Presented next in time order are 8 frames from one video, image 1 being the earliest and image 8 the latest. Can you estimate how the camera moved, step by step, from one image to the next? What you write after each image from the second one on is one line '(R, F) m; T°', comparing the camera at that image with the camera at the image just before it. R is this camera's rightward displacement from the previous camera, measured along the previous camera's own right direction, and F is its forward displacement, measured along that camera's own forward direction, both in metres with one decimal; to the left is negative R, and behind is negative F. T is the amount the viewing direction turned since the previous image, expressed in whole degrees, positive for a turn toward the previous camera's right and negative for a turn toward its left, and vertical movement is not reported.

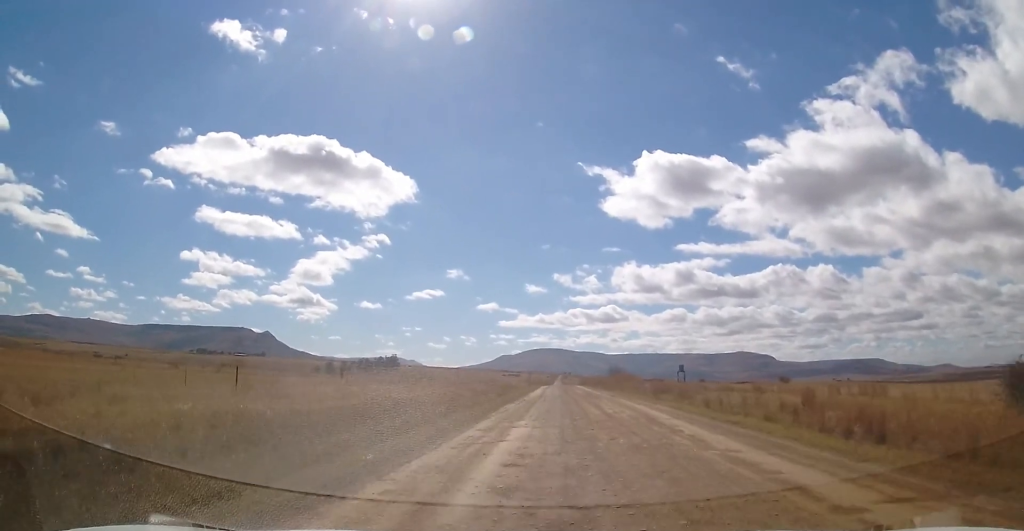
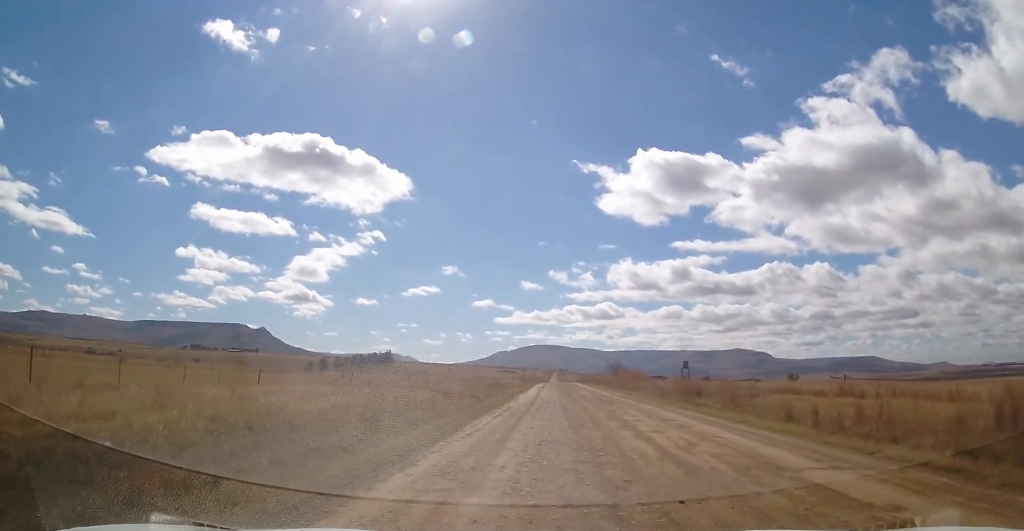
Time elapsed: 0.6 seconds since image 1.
(-0.1, +11.5) m; +1°
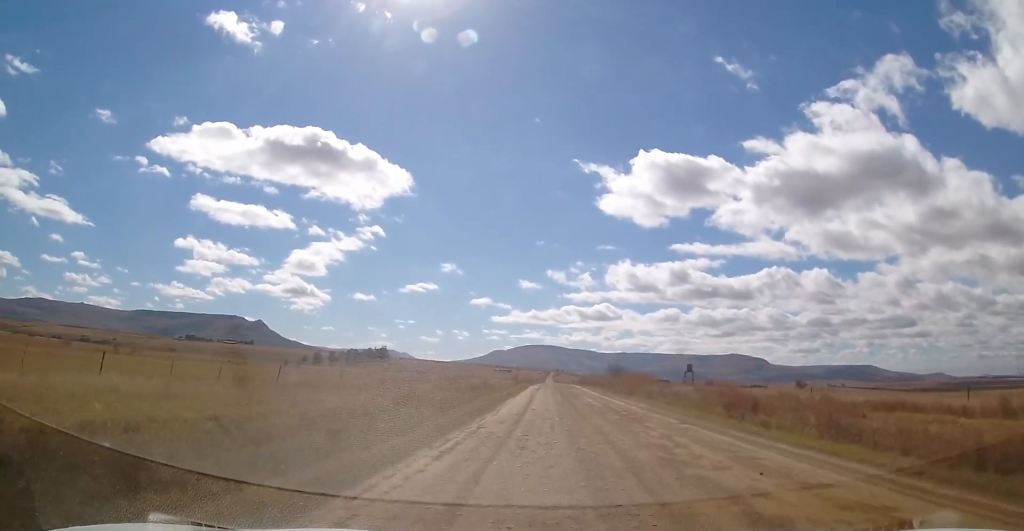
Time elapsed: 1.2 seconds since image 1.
(+0.1, +10.3) m; 0°
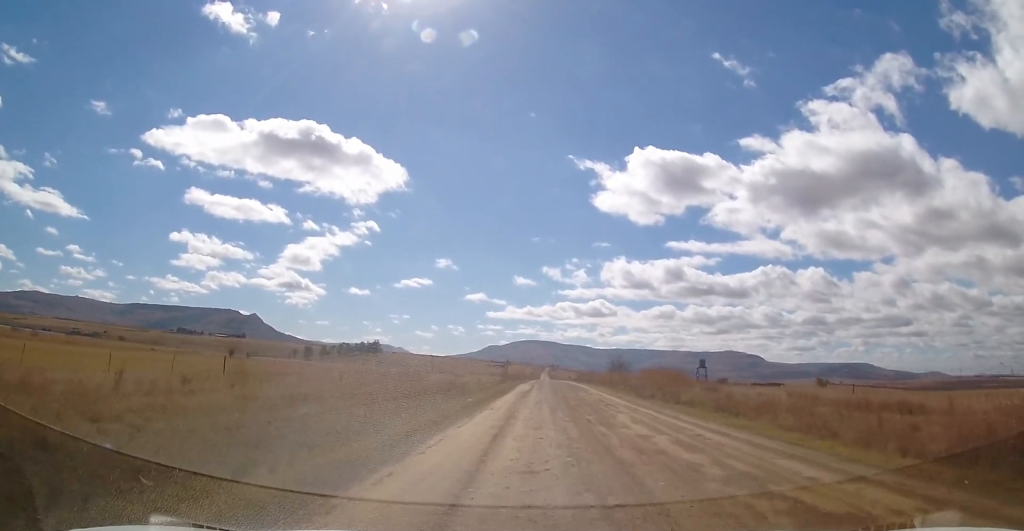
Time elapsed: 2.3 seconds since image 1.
(0.0, +19.5) m; -1°
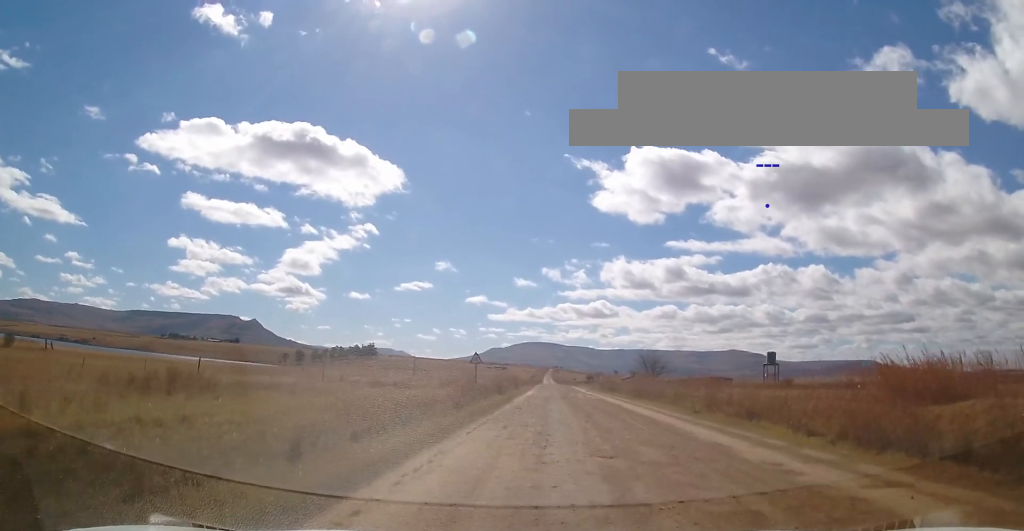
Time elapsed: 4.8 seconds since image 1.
(+0.4, +47.5) m; +1°
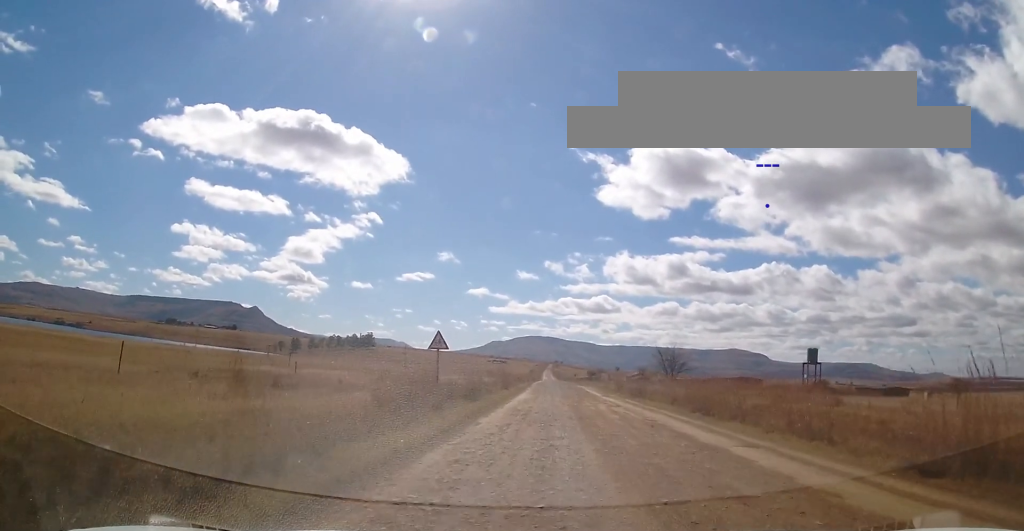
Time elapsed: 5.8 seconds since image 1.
(-0.5, +18.0) m; 0°
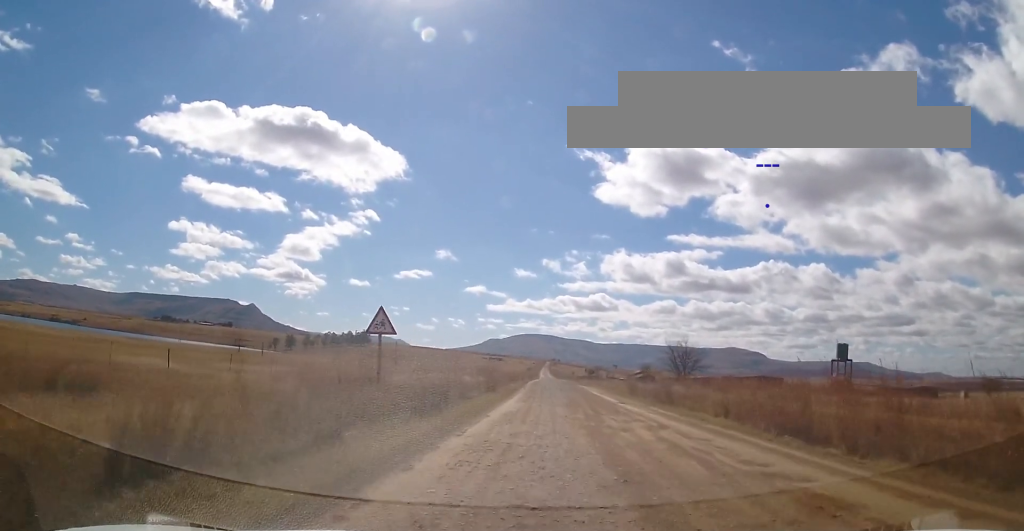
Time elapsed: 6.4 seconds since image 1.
(+0.3, +11.0) m; +1°
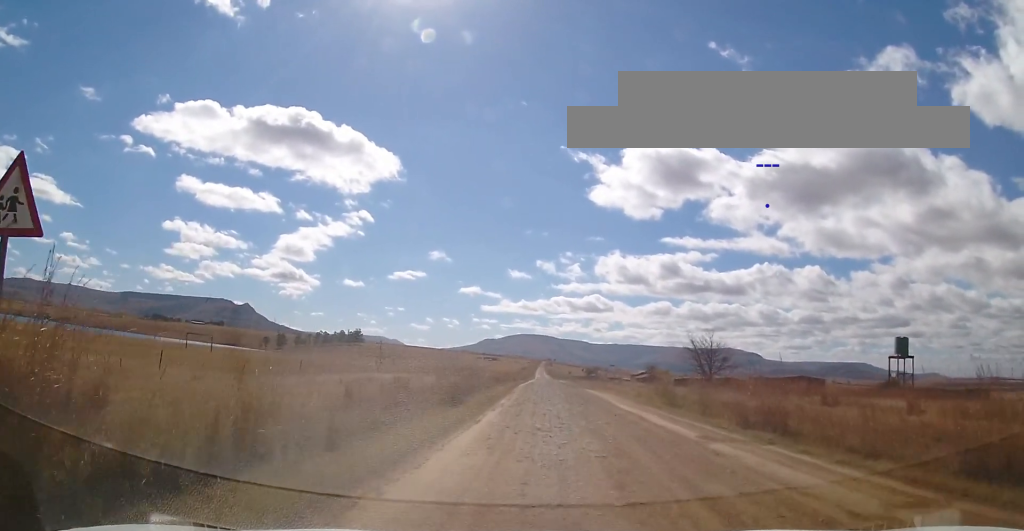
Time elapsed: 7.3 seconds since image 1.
(+0.3, +16.3) m; 0°
